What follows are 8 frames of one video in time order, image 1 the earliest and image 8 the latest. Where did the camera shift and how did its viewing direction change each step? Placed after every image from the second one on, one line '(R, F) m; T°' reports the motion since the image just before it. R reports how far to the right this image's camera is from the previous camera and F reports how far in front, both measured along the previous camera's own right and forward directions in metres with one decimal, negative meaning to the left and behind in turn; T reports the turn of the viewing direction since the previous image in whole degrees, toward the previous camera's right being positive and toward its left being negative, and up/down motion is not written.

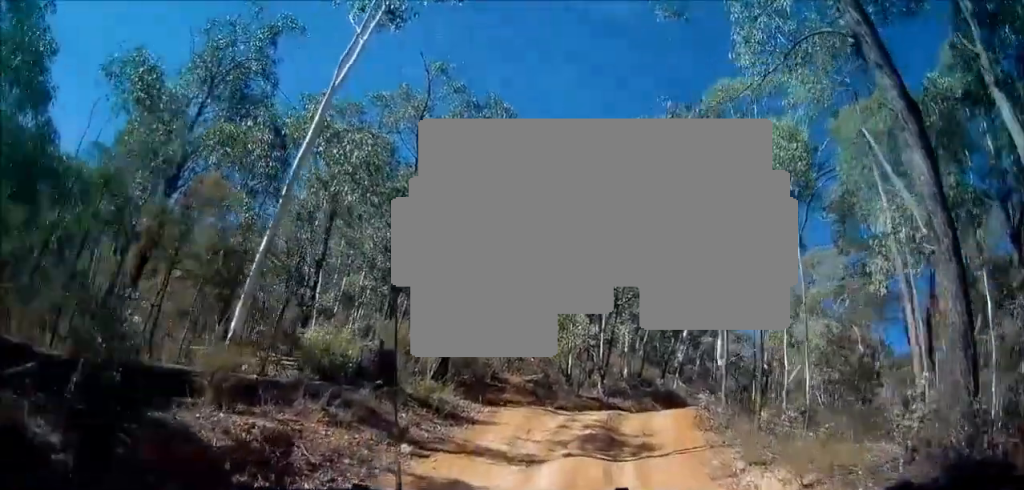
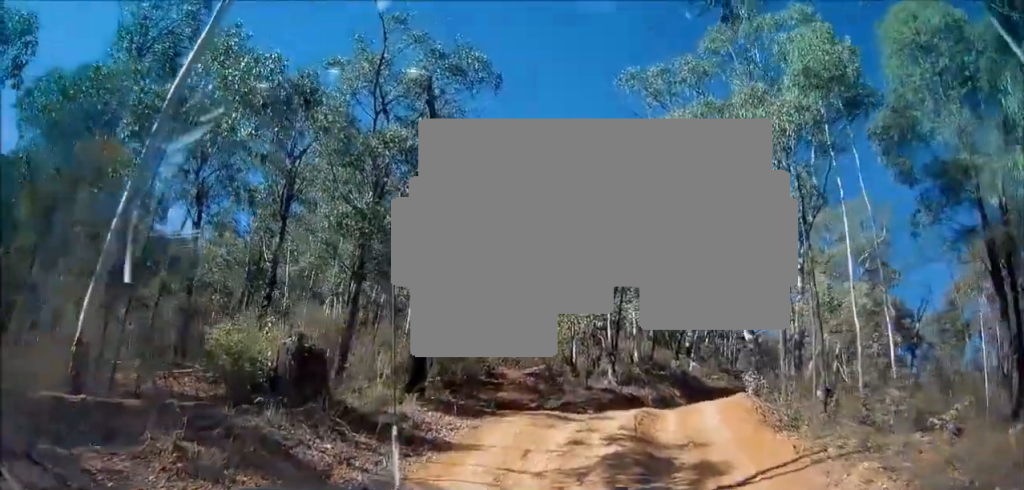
(-0.2, +3.6) m; -3°
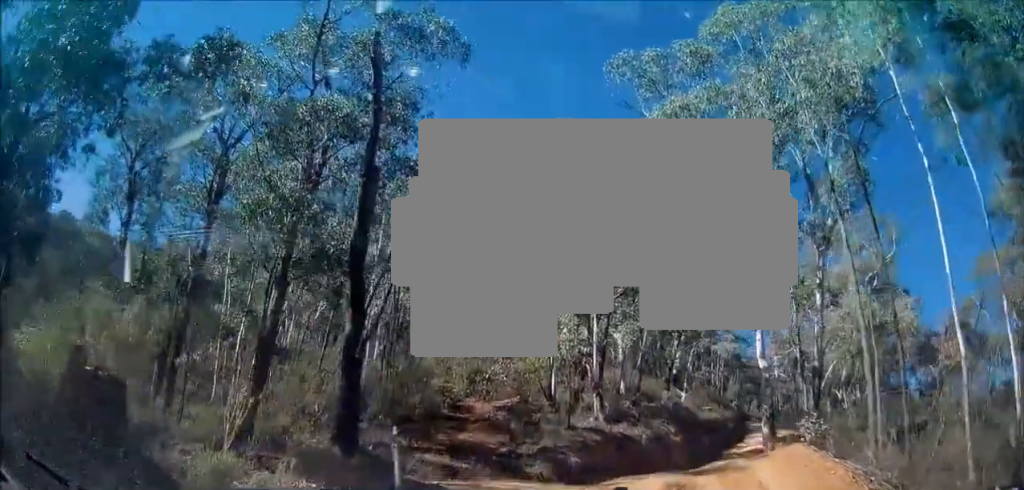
(0.0, +3.6) m; +4°
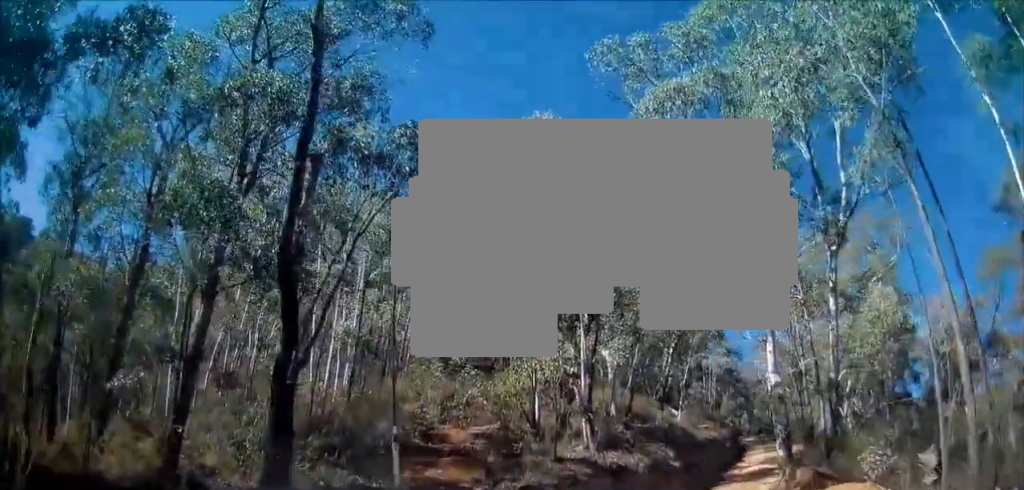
(+0.1, +2.0) m; +5°
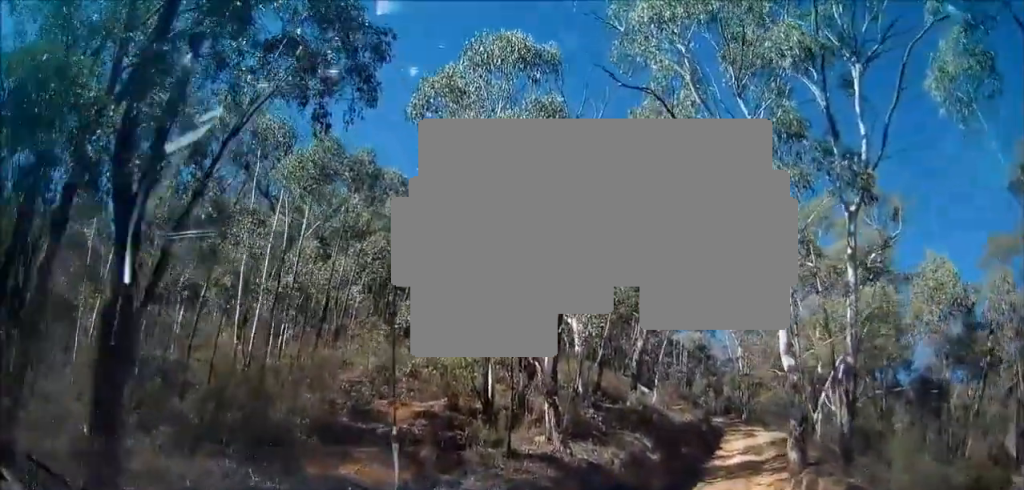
(+0.2, +3.2) m; +4°
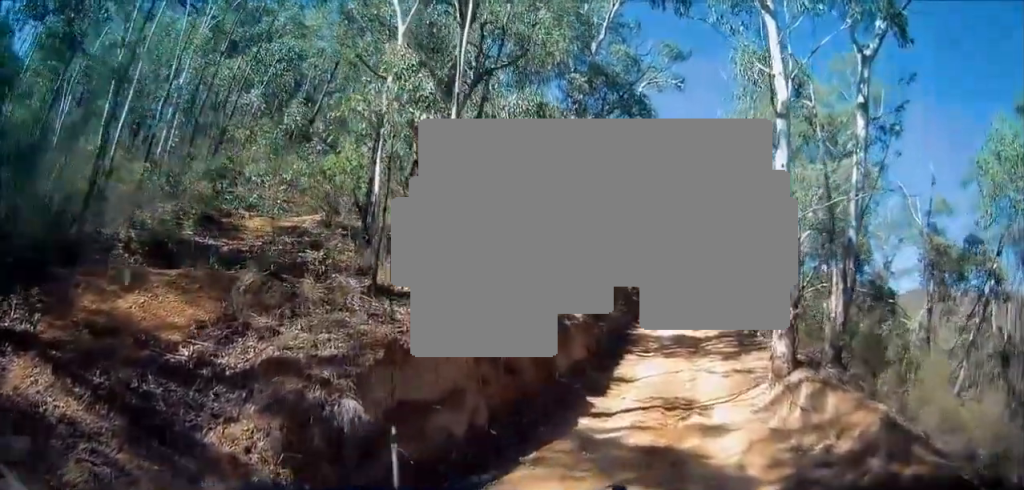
(+0.1, +4.0) m; +6°
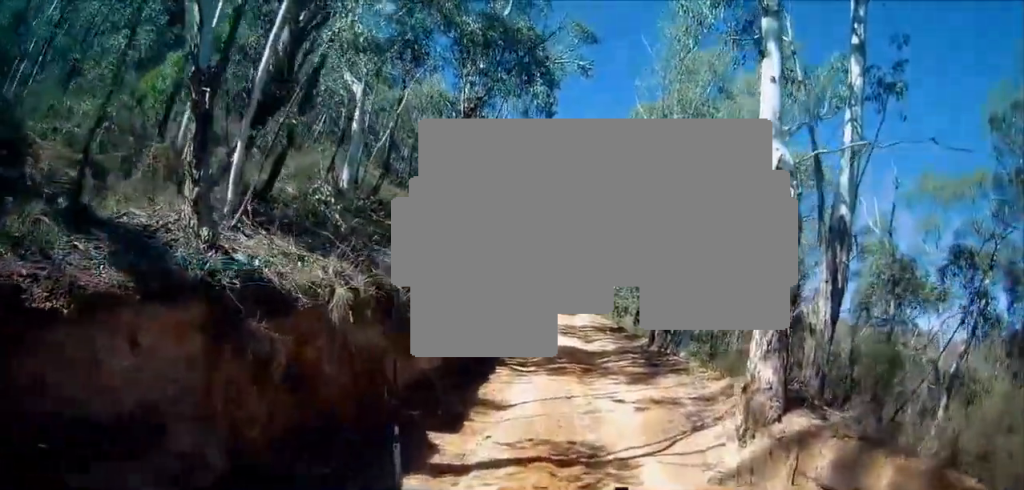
(+0.3, +4.0) m; +9°
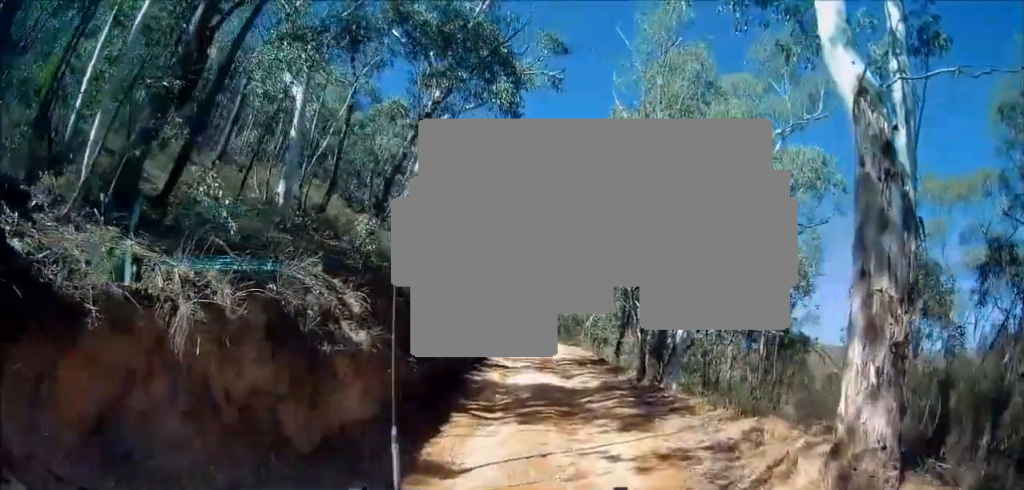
(0.0, +2.4) m; +6°
